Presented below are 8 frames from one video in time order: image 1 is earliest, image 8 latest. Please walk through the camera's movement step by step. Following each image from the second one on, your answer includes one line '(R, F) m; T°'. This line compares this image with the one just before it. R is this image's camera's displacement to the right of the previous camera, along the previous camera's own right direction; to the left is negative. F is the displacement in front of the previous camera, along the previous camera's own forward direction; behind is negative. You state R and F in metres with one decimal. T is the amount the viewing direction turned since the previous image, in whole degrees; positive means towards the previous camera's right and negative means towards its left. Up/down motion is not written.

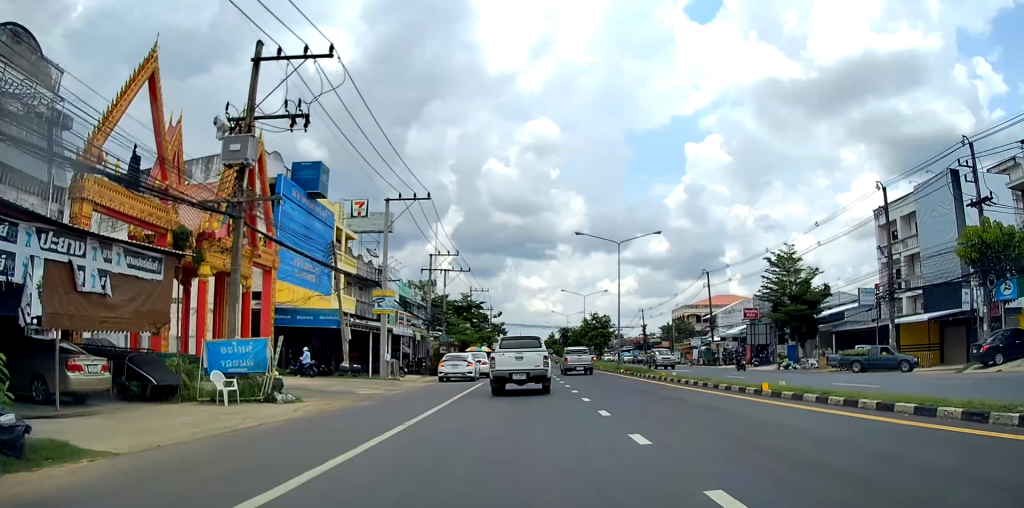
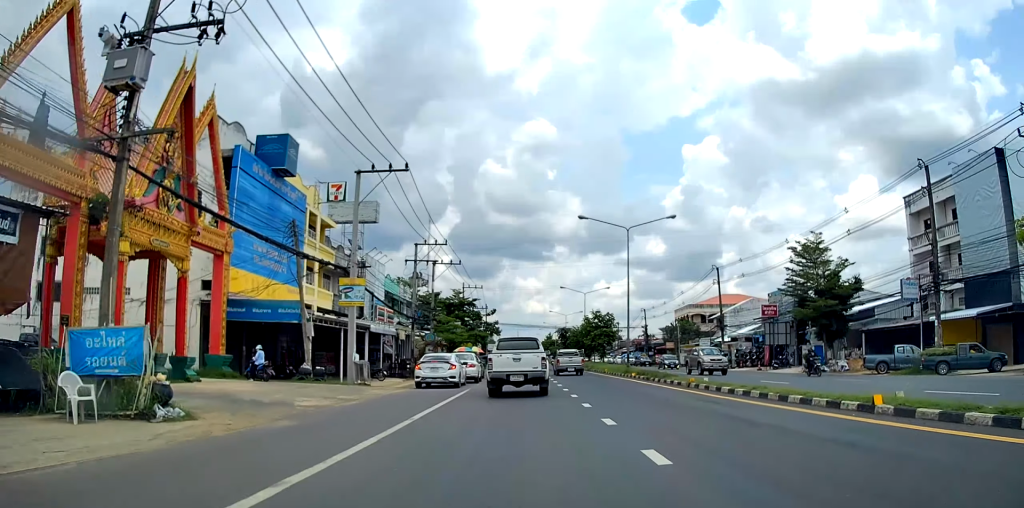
(-0.4, +5.9) m; 0°
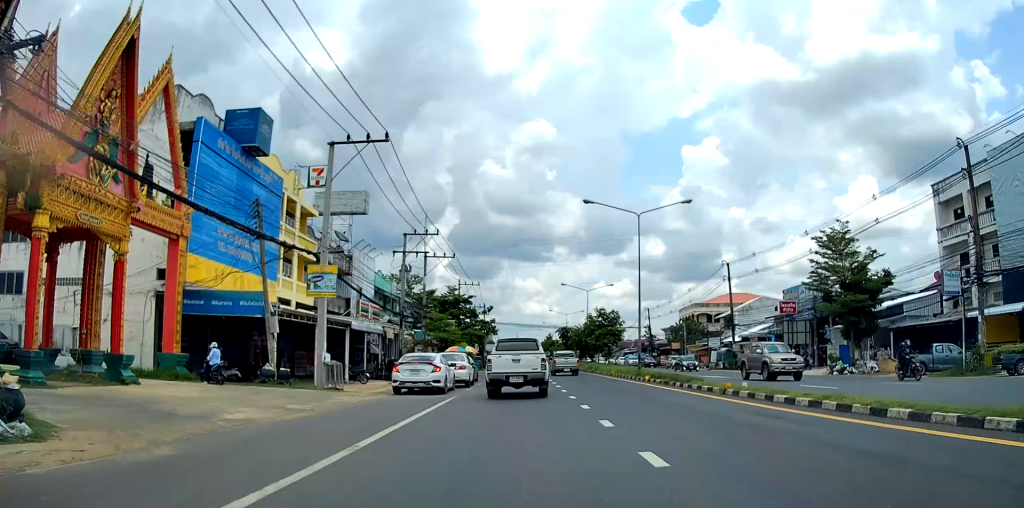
(-0.1, +4.3) m; +1°
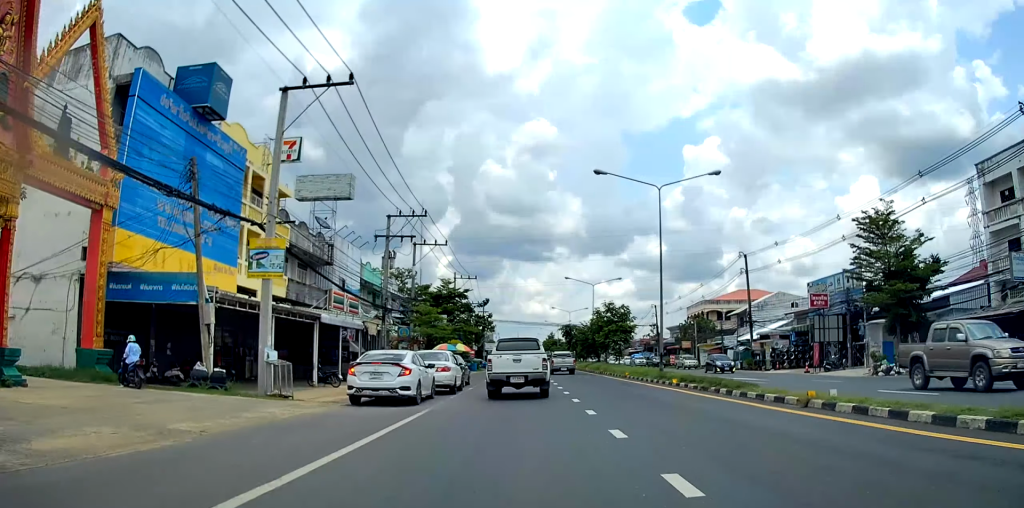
(+0.4, +5.5) m; +2°
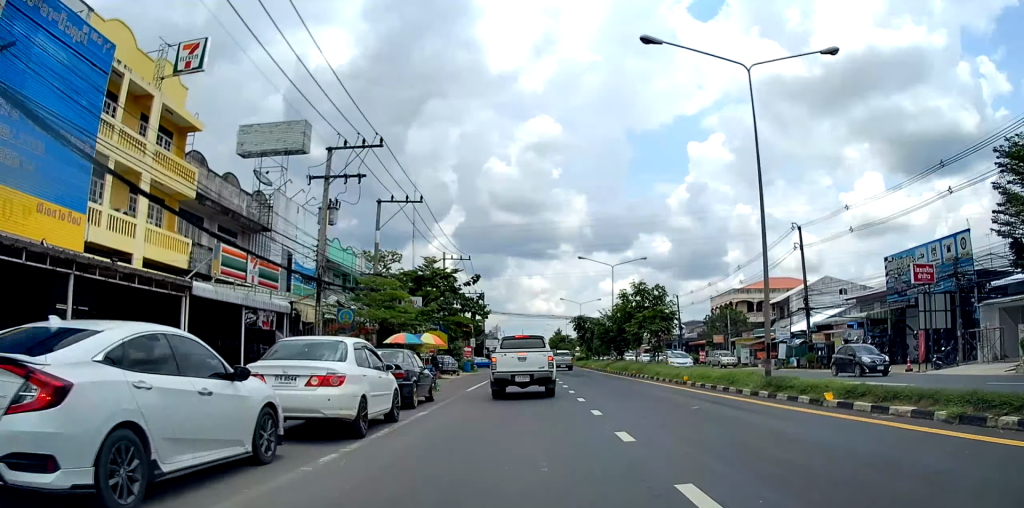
(+0.4, +13.3) m; +2°
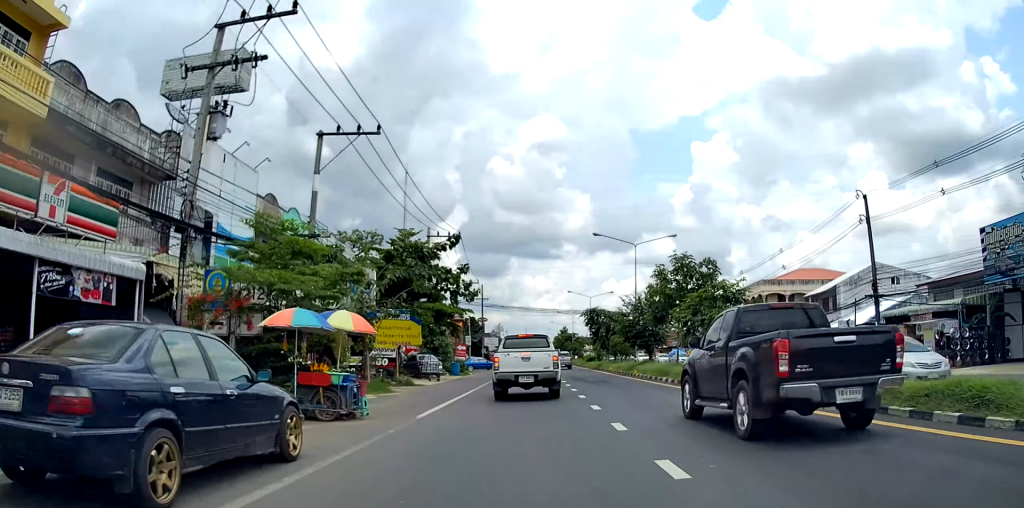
(0.0, +11.0) m; 0°
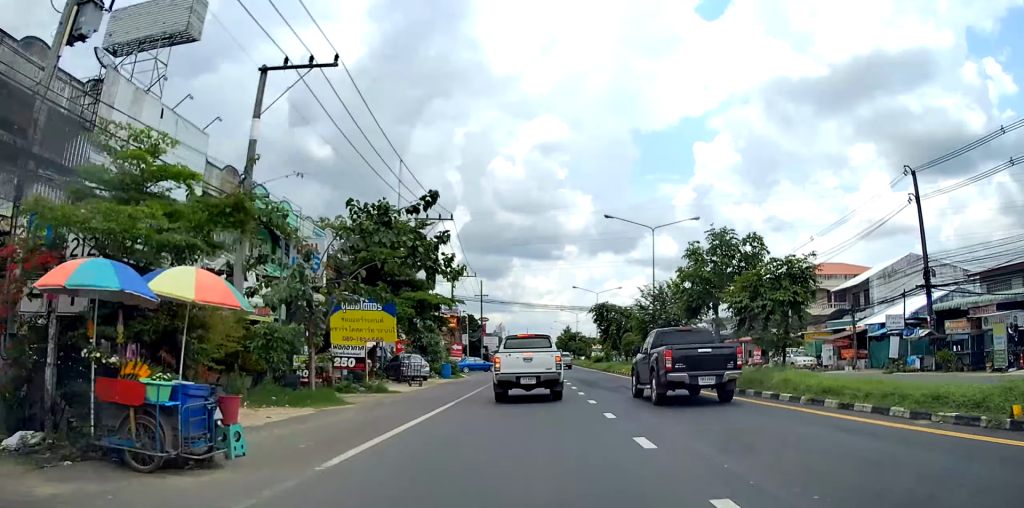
(0.0, +6.3) m; 0°
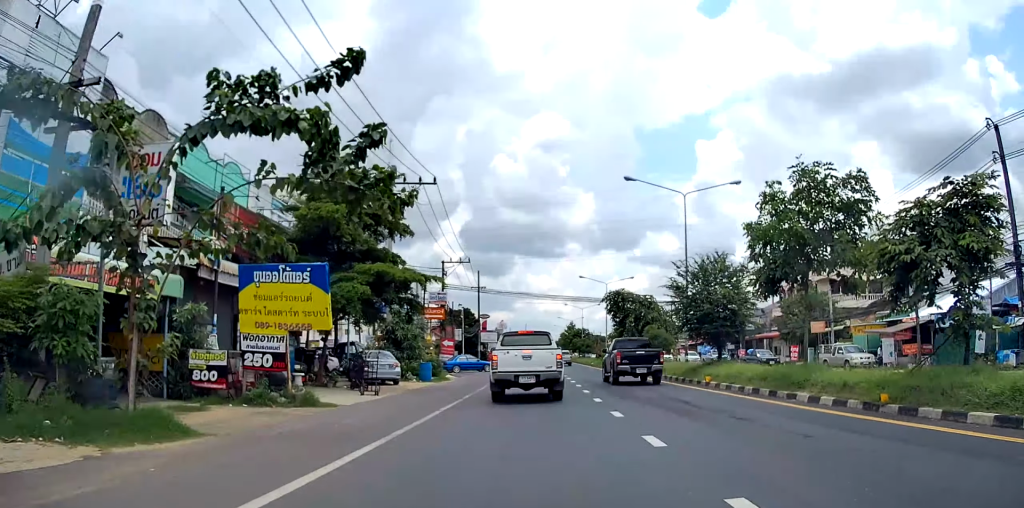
(0.0, +8.2) m; +2°
